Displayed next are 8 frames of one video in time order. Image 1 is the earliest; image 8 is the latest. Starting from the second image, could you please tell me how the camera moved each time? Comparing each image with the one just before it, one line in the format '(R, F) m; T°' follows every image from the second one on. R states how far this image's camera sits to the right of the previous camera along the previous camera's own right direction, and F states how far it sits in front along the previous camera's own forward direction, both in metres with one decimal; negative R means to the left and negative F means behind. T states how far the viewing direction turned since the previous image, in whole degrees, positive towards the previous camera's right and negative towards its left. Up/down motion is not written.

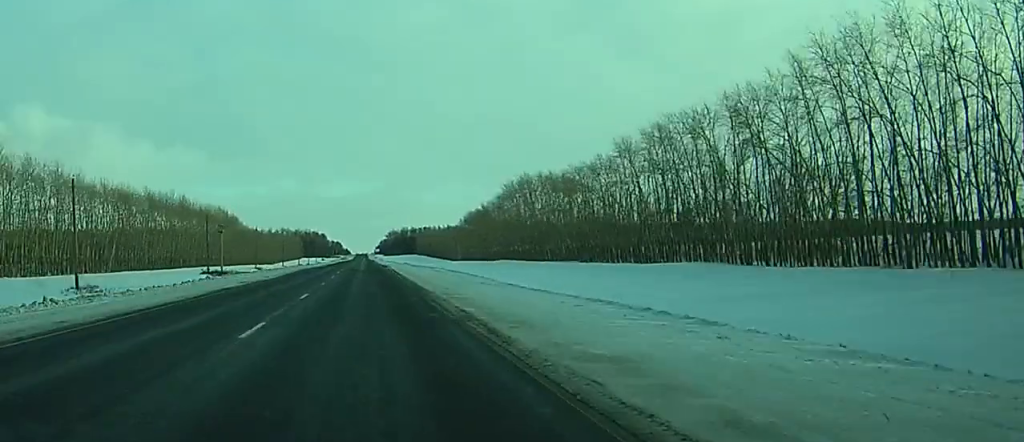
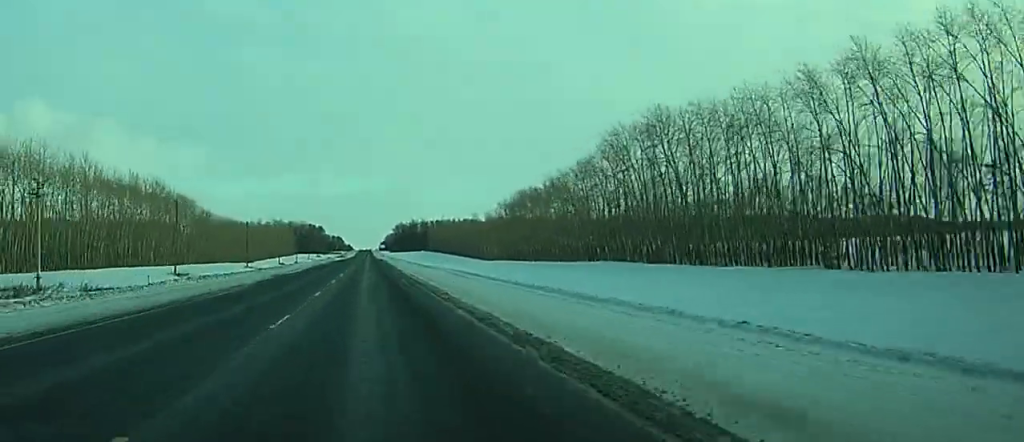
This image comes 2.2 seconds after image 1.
(-0.1, +82.8) m; 0°
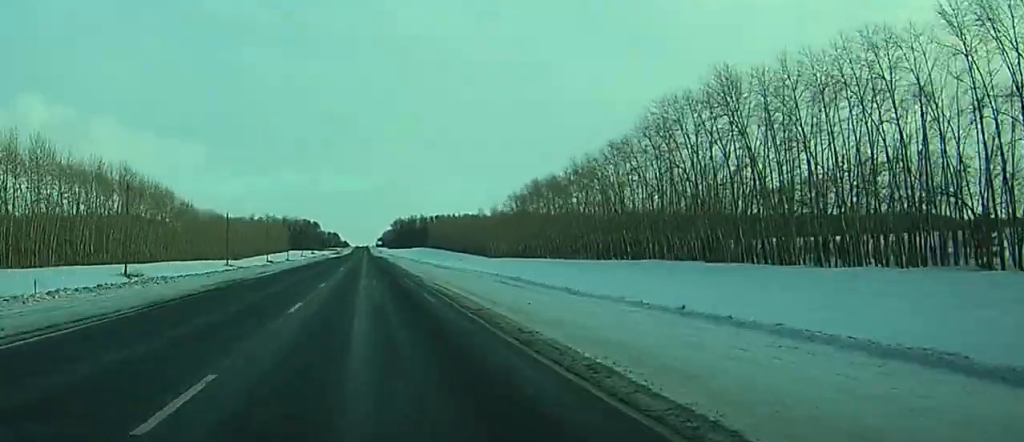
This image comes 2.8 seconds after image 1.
(0.0, +21.1) m; 0°
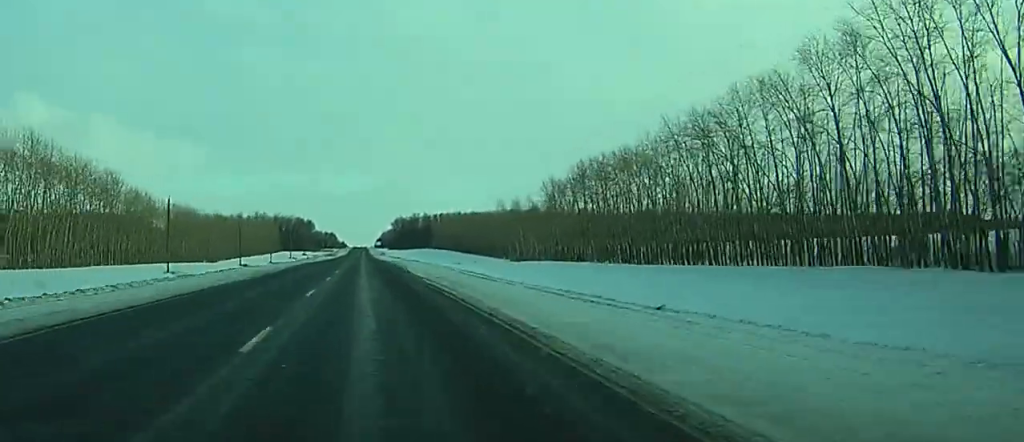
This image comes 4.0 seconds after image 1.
(-0.1, +44.2) m; 0°
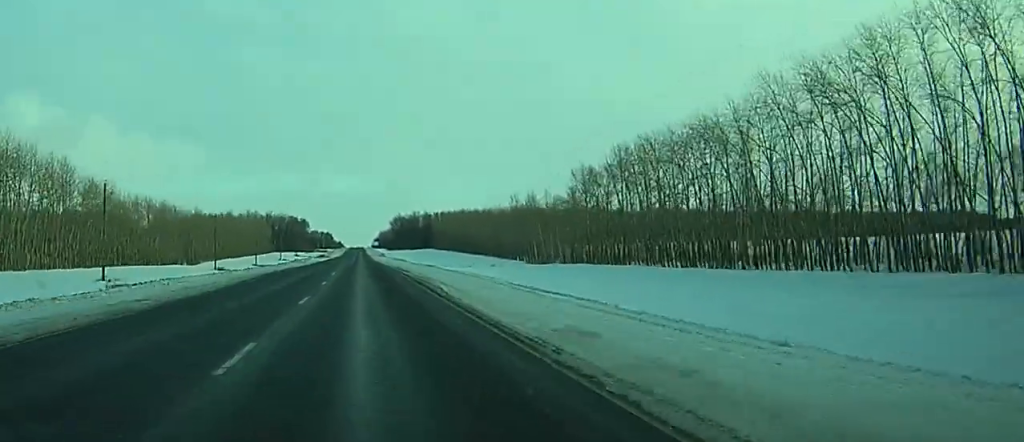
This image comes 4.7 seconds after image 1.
(-0.1, +25.6) m; 0°
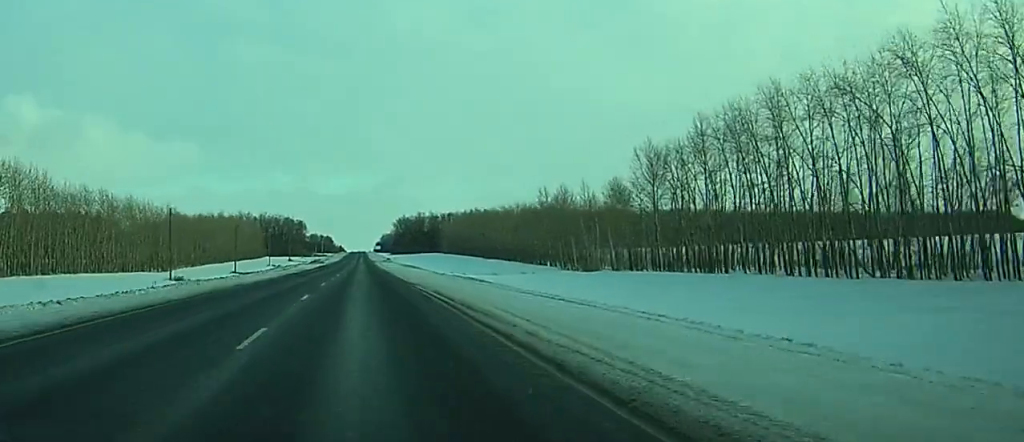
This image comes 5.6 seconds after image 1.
(0.0, +33.8) m; 0°
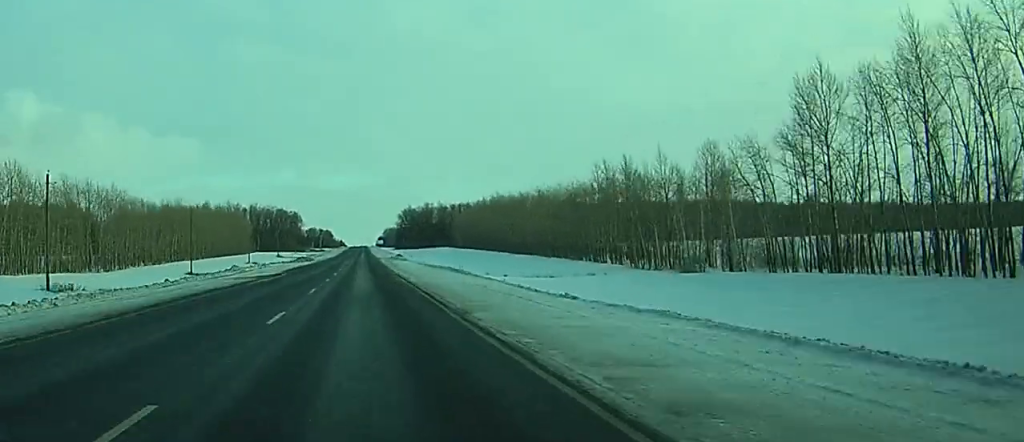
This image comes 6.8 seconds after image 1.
(+0.2, +43.3) m; 0°
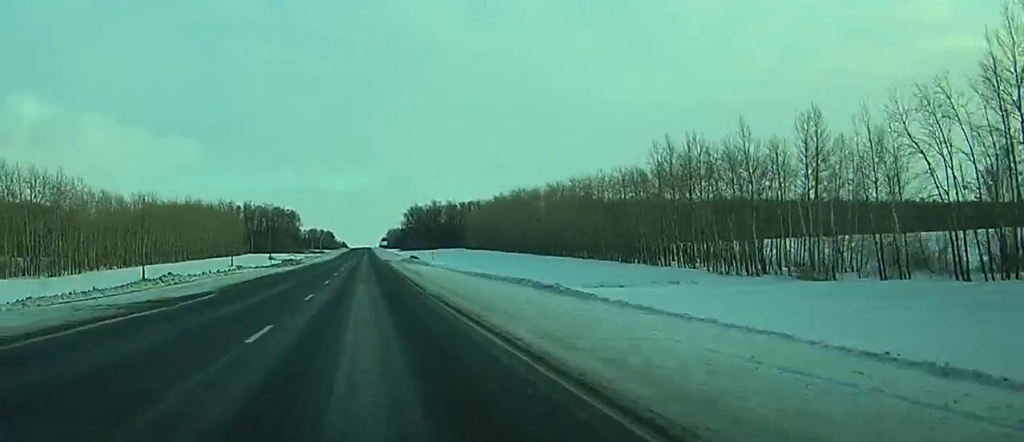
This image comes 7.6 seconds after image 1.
(0.0, +27.6) m; 0°
